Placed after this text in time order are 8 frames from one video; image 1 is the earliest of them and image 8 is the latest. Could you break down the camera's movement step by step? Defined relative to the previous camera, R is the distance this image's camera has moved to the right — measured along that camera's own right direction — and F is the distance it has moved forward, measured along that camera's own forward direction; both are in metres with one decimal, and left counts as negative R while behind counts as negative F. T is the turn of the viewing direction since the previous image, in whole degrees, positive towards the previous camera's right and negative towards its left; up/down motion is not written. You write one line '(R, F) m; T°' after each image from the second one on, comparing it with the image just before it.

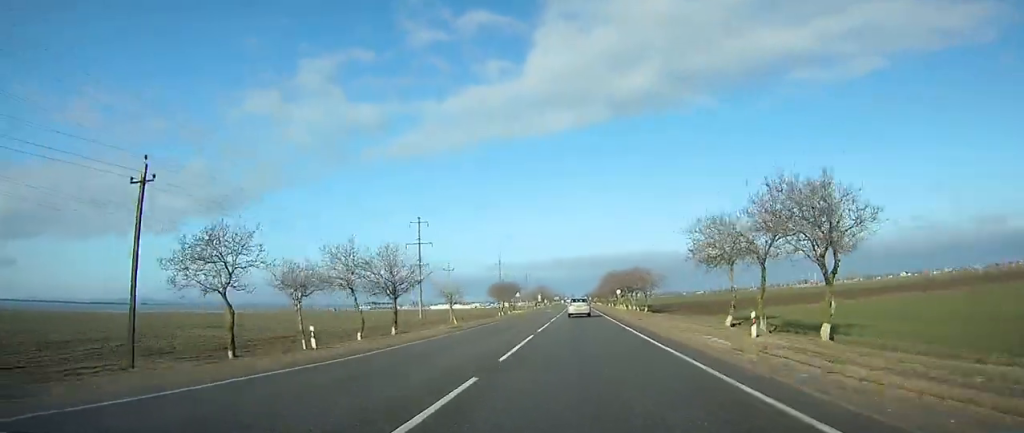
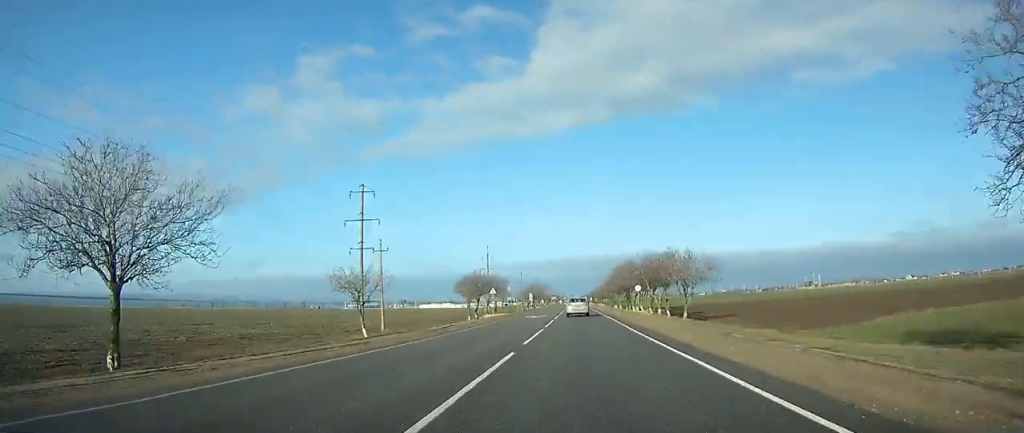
(-2.0, +35.5) m; -3°
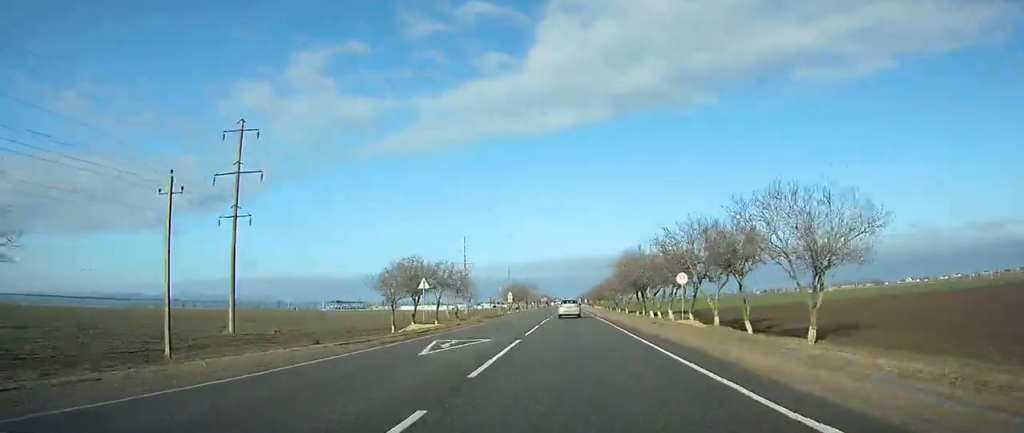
(-0.5, +33.7) m; -1°
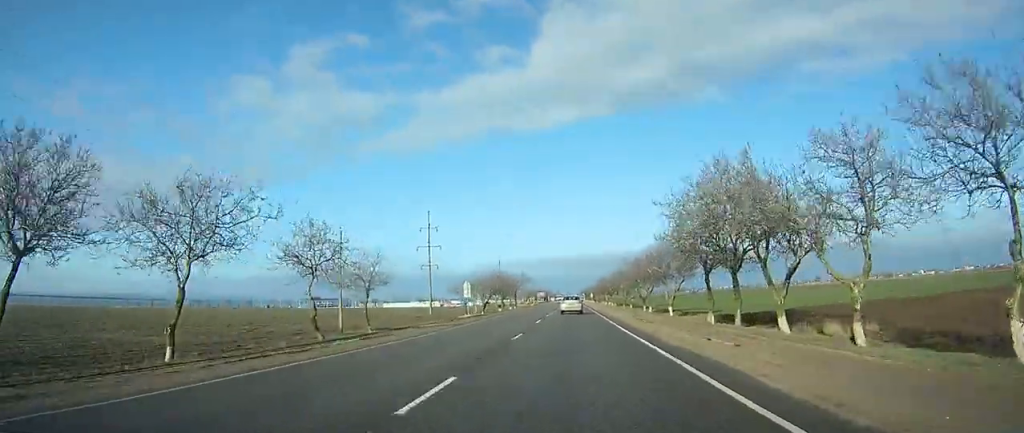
(+0.1, +45.5) m; 0°
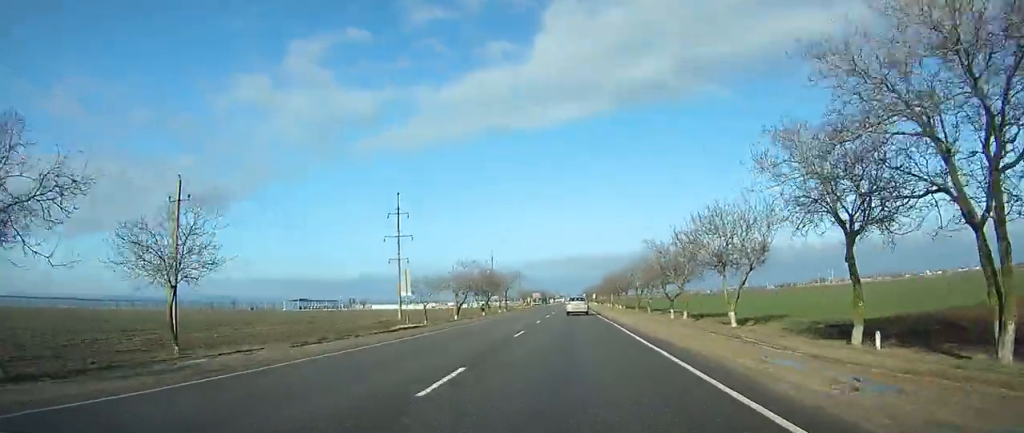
(0.0, +22.4) m; 0°
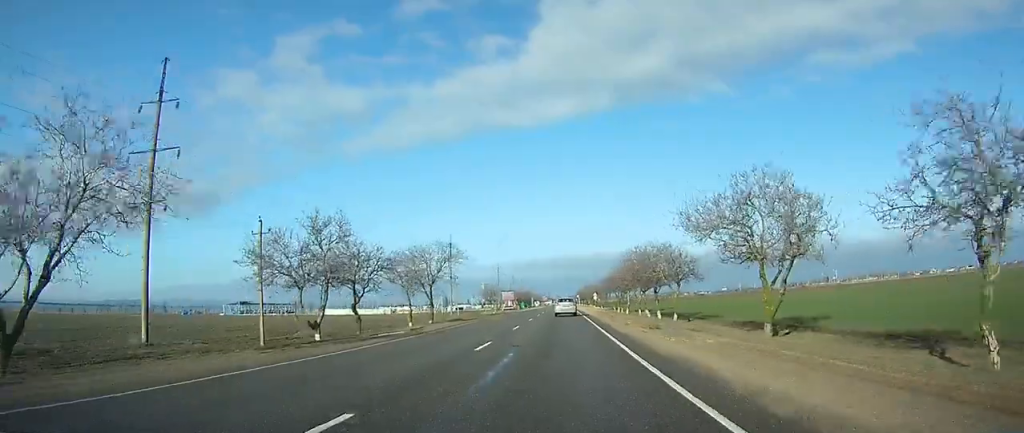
(0.0, +62.8) m; -1°
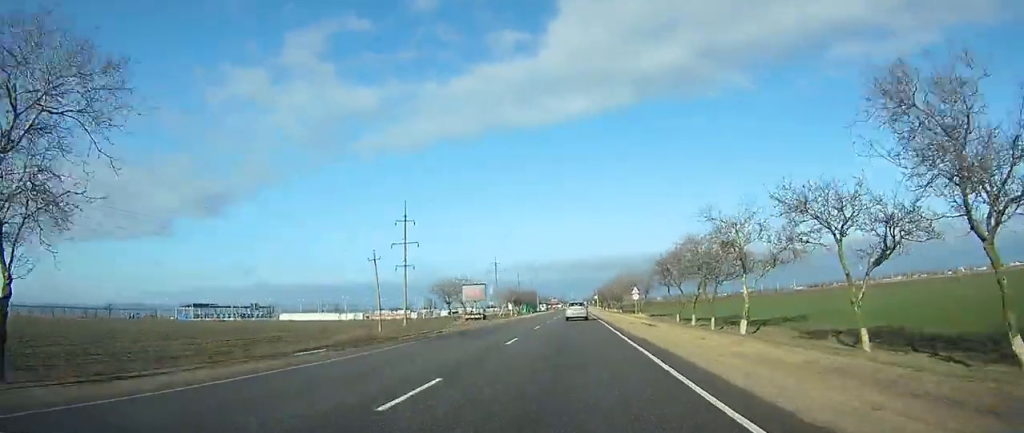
(-0.5, +55.4) m; 0°
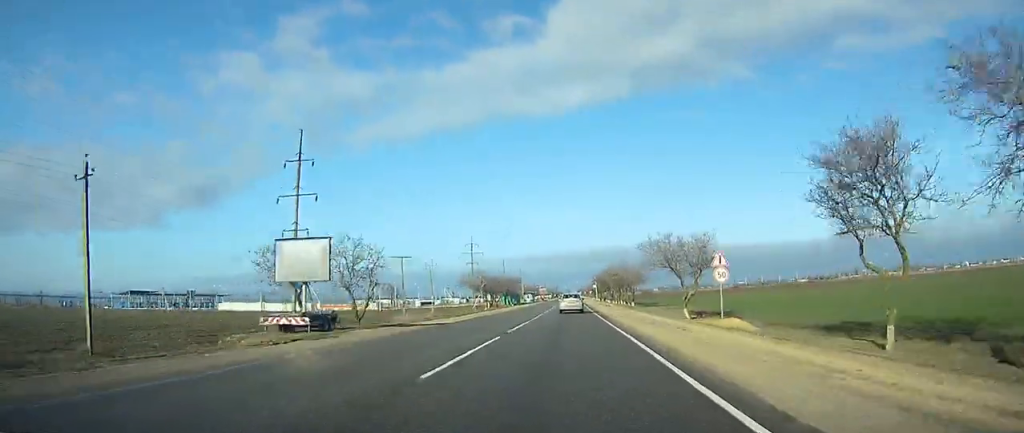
(0.0, +40.1) m; +1°
